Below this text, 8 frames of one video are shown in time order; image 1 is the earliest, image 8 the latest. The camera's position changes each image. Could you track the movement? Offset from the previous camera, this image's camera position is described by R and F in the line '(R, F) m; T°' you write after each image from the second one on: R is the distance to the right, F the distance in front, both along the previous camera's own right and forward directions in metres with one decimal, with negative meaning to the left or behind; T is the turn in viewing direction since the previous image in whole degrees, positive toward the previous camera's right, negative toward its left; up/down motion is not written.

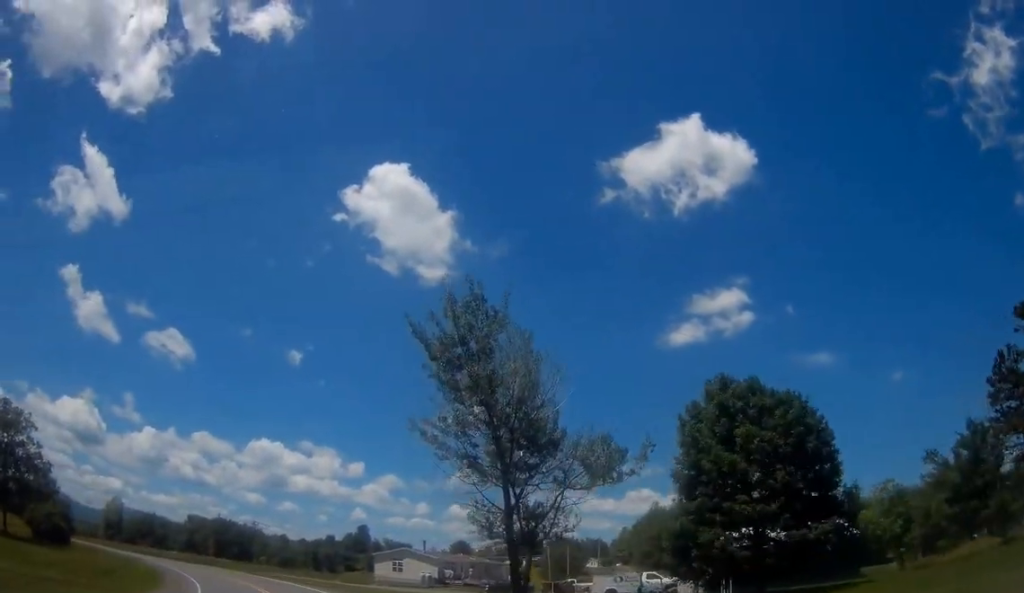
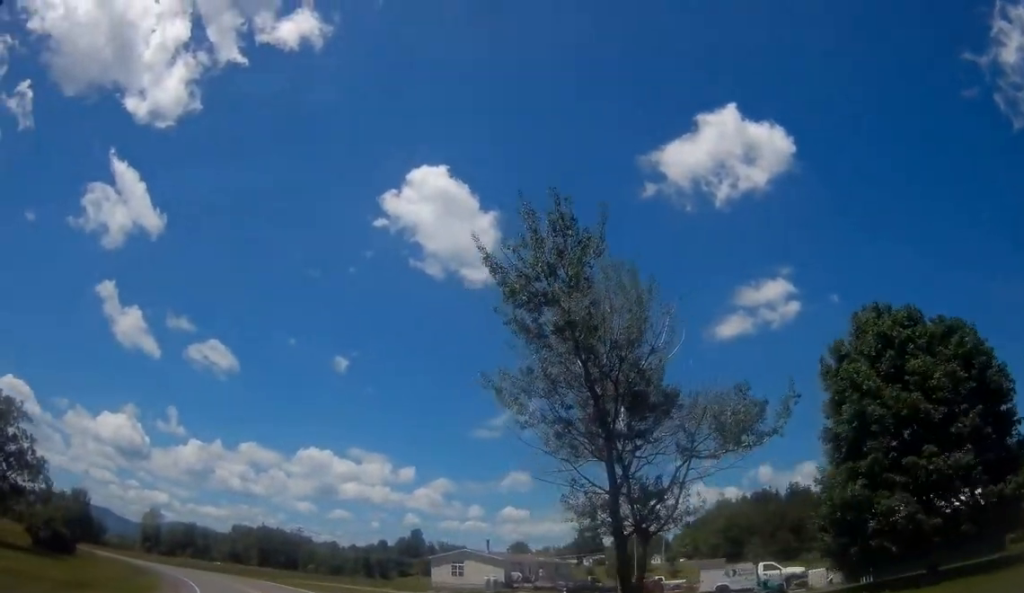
(-0.1, +8.4) m; -5°
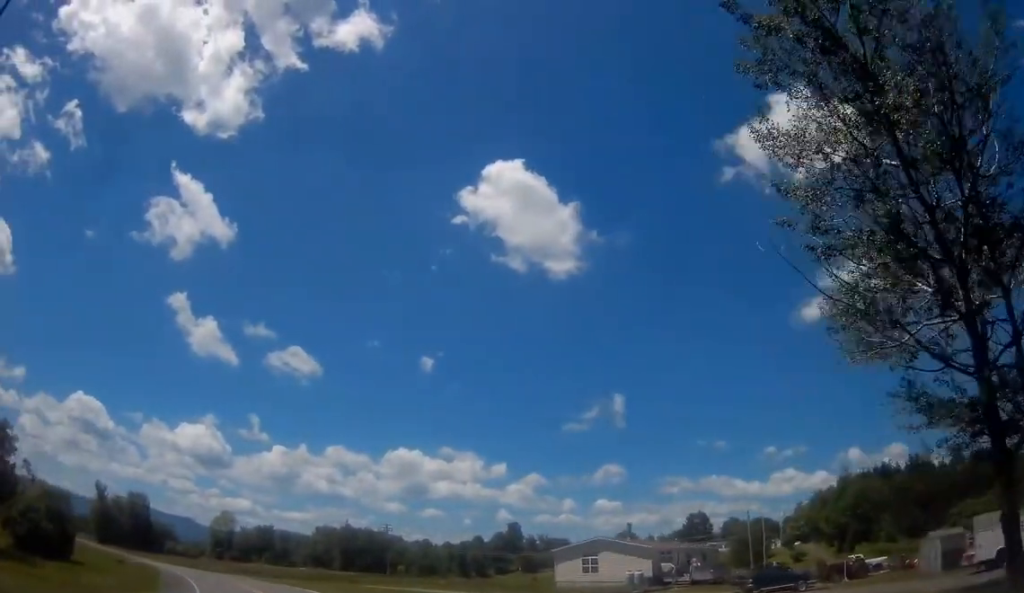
(-1.2, +15.2) m; -8°
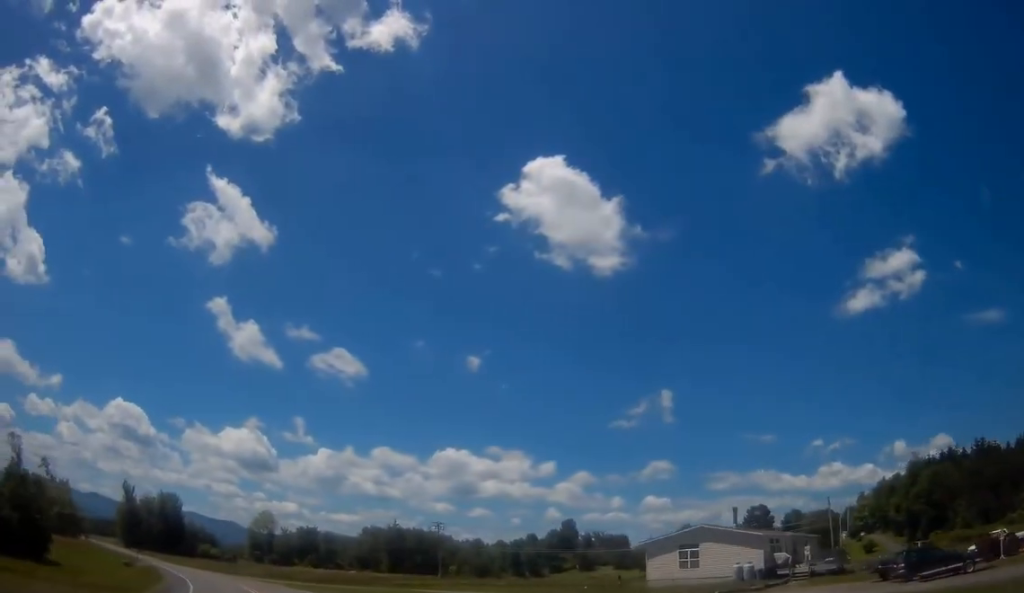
(-0.4, +9.1) m; -5°
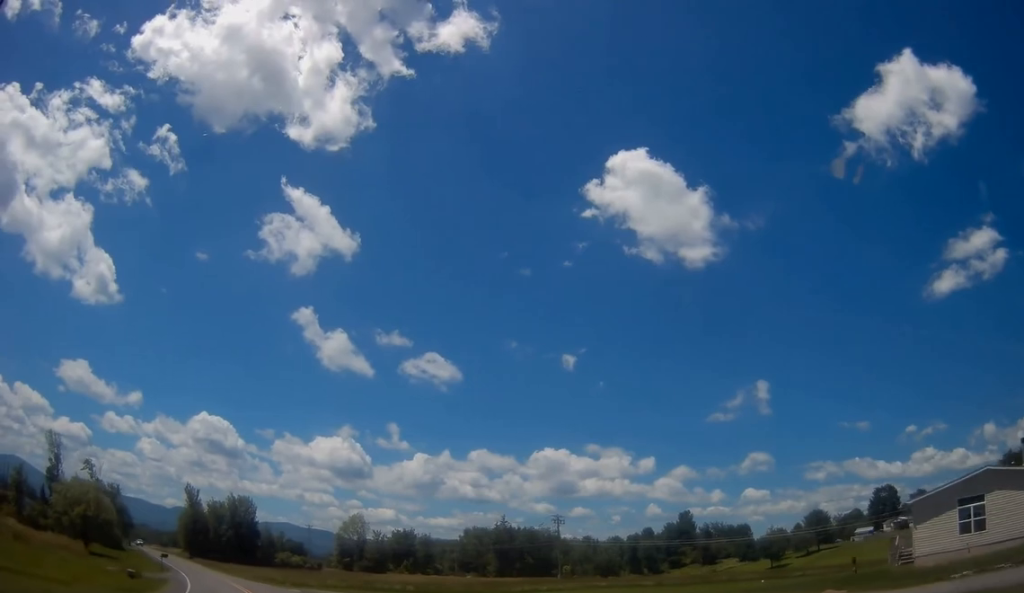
(-1.4, +17.2) m; -9°
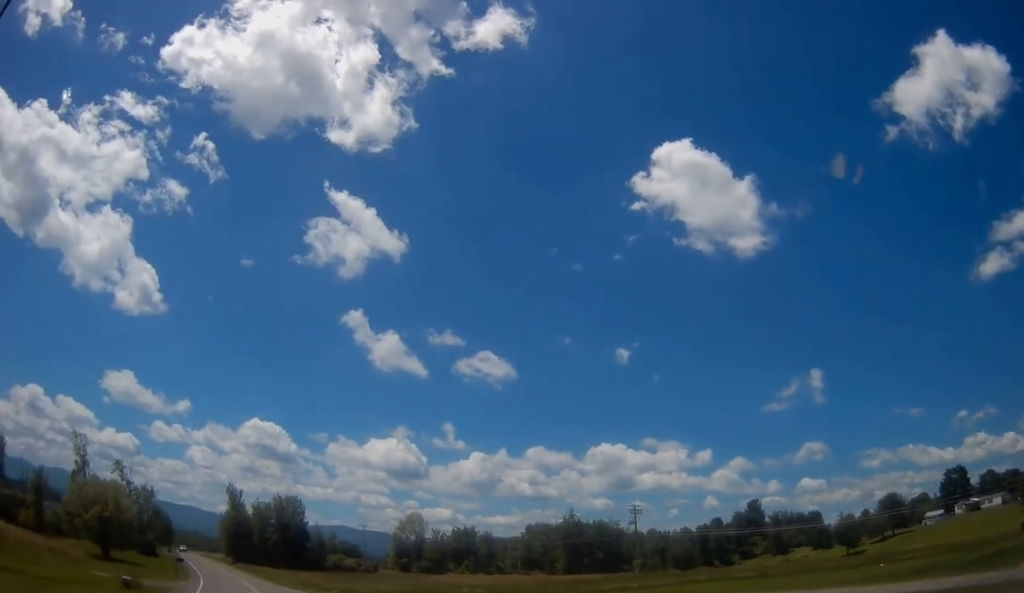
(-0.4, +8.7) m; -4°
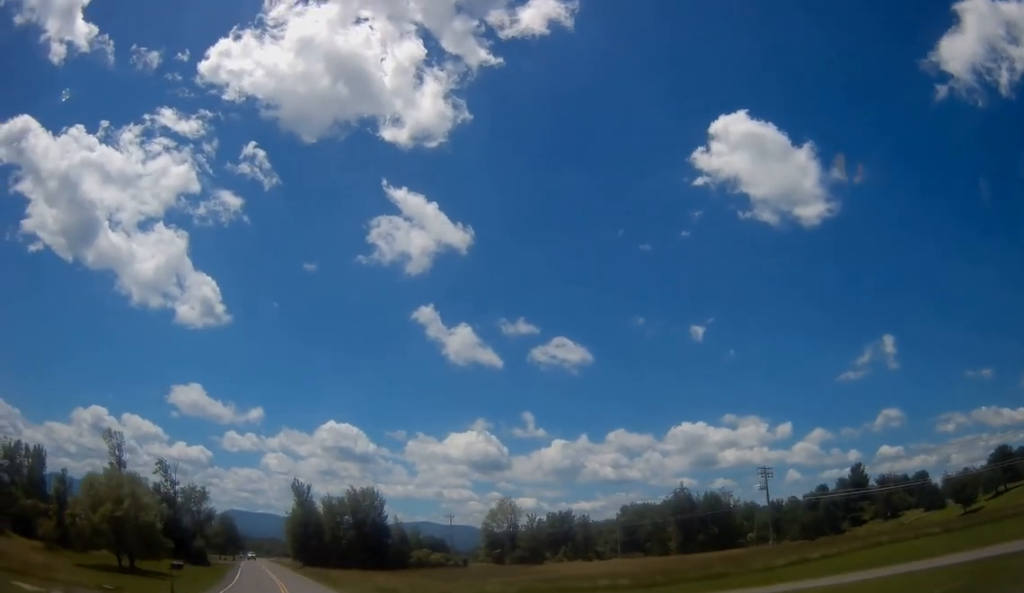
(-0.7, +14.5) m; -5°
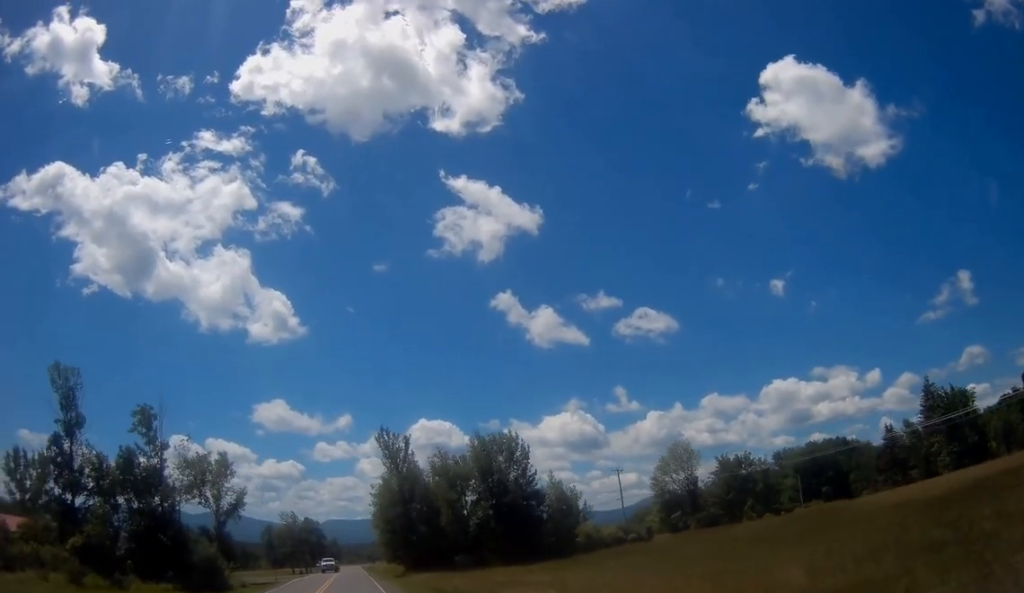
(-4.0, +43.6) m; -8°
